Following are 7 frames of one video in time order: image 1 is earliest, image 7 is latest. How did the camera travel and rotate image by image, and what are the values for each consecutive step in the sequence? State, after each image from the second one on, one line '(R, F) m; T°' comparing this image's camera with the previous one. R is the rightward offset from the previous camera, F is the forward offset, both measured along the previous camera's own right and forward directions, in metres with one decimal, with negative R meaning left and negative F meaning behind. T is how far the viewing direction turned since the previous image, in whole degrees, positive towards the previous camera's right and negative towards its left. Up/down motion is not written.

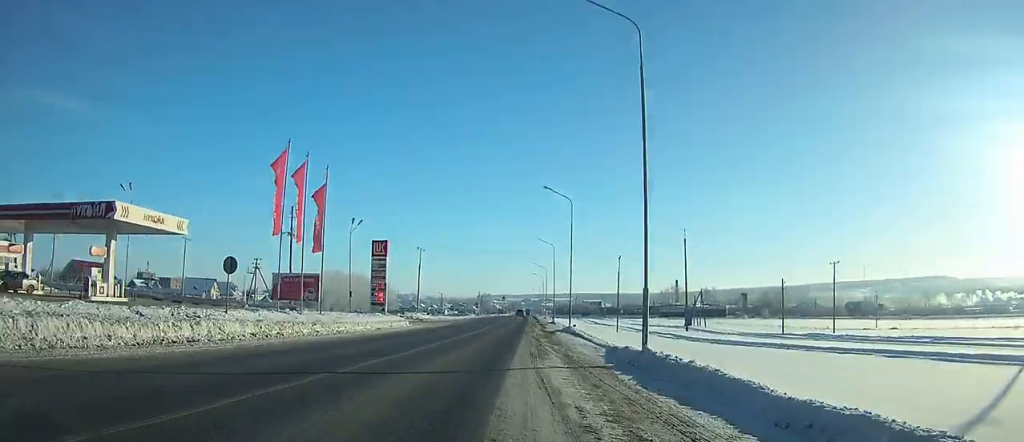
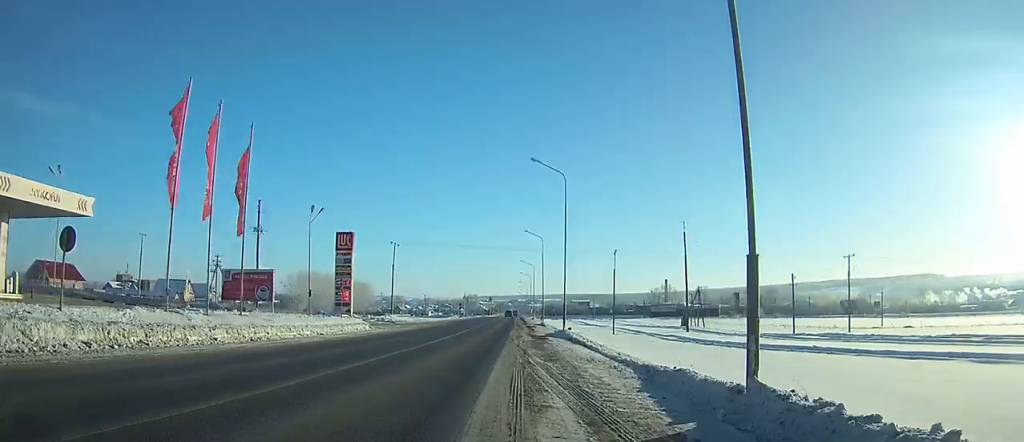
(0.0, +8.4) m; 0°
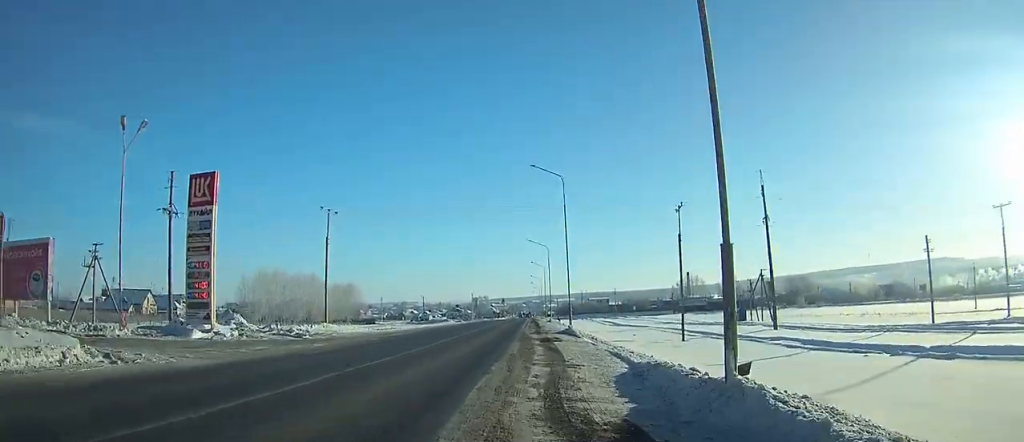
(+0.7, +29.5) m; +2°
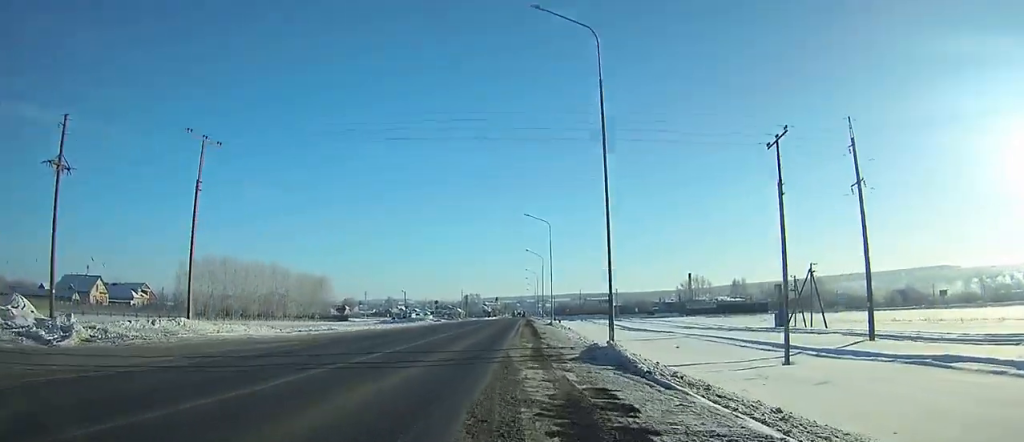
(-0.2, +20.6) m; -1°
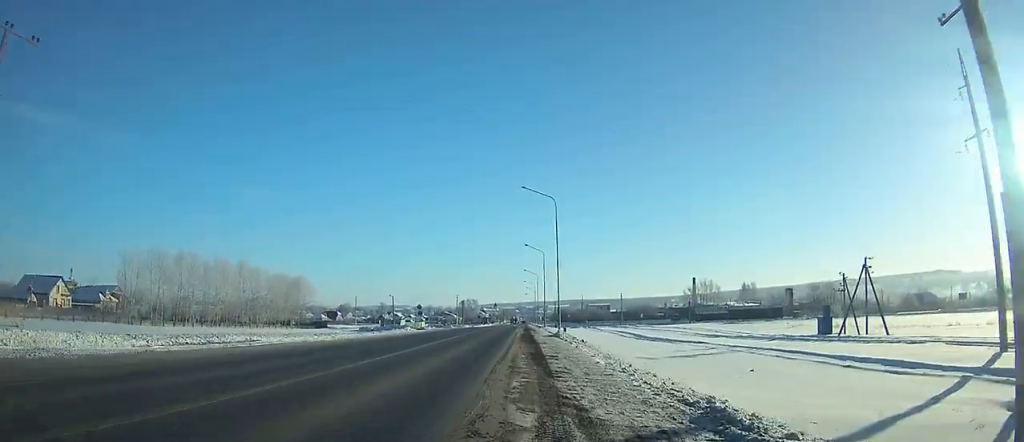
(-0.2, +15.2) m; 0°
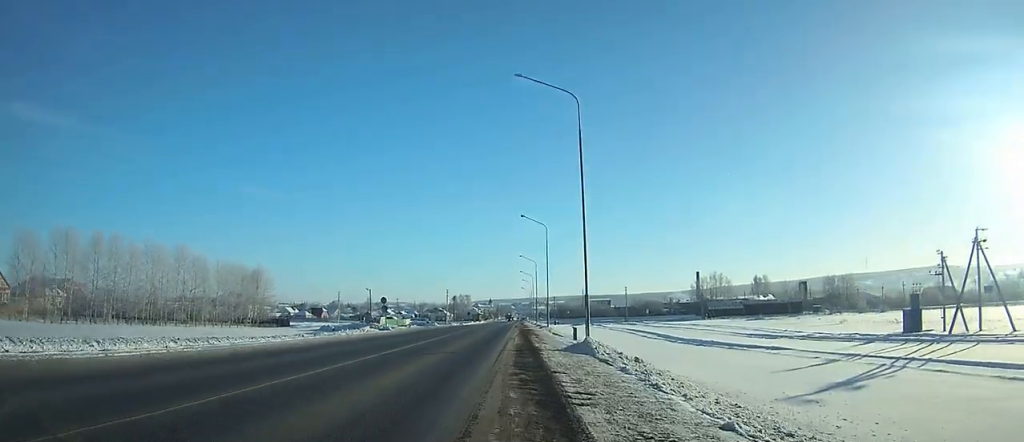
(+0.6, +19.0) m; +2°
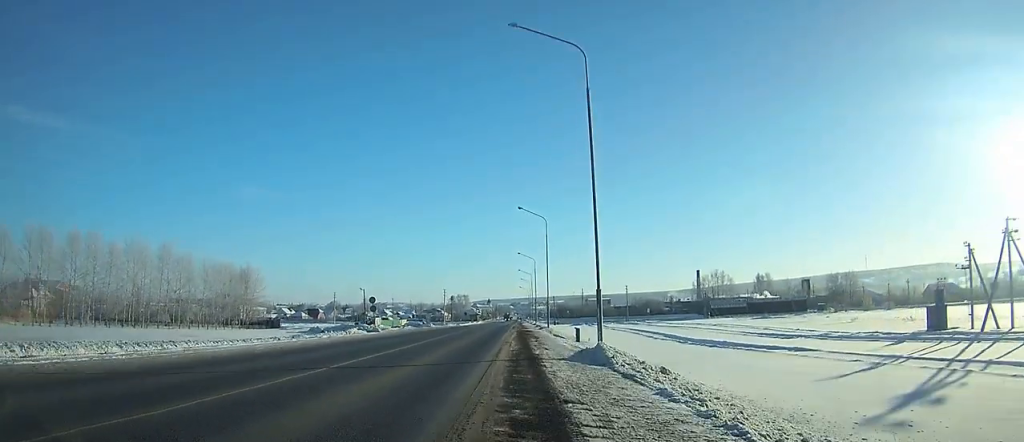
(0.0, +3.8) m; 0°
